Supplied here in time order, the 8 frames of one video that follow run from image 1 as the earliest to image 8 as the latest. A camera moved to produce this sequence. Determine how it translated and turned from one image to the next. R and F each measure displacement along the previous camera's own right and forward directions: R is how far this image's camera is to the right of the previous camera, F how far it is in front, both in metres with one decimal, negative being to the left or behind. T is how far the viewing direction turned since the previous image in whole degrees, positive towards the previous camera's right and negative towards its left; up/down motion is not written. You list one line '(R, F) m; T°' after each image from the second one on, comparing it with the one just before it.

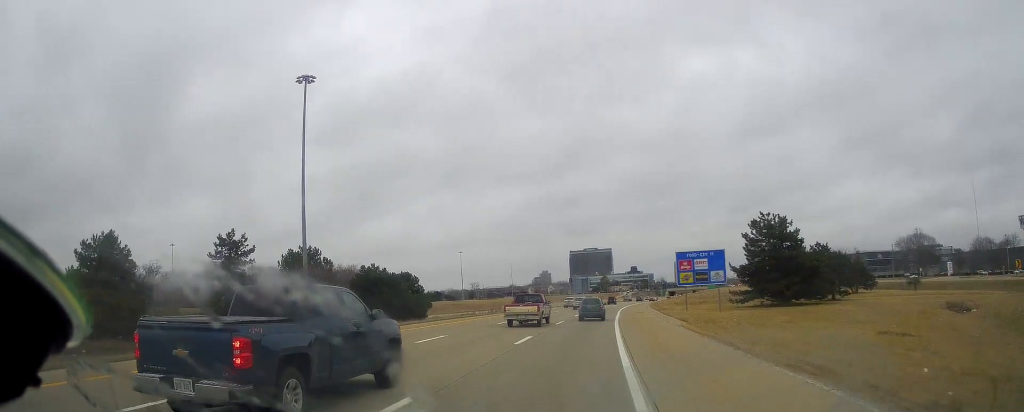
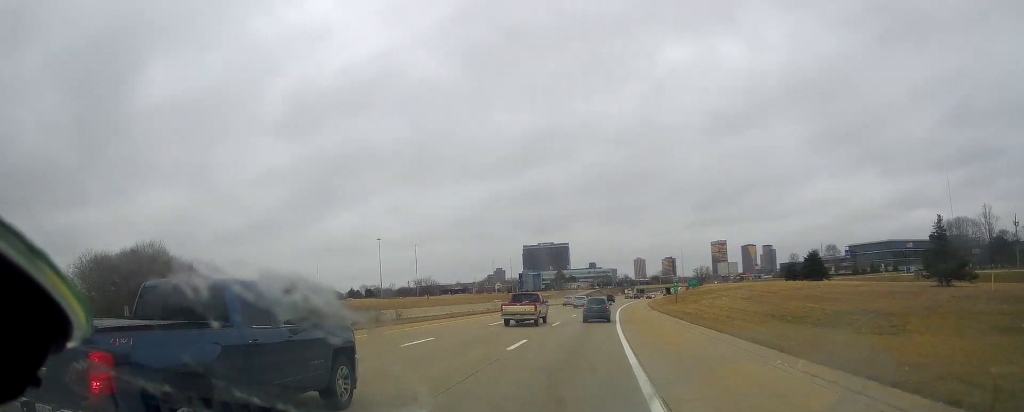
(+2.6, +77.6) m; +4°
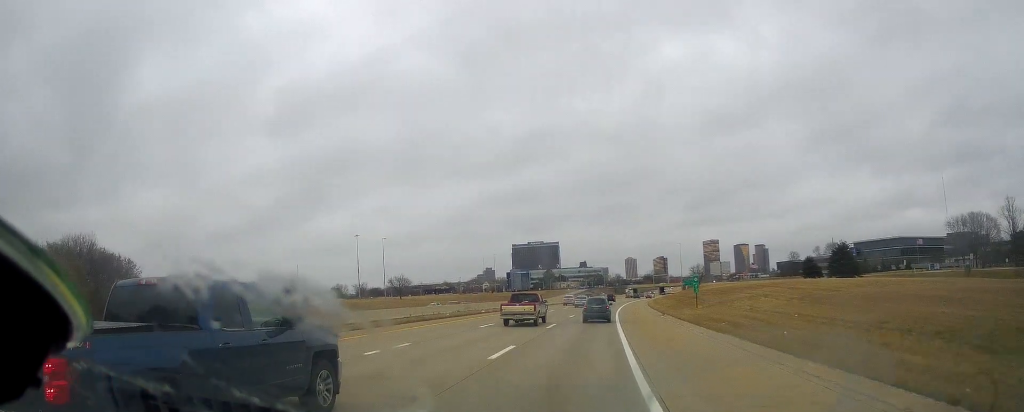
(+0.2, +17.7) m; +1°
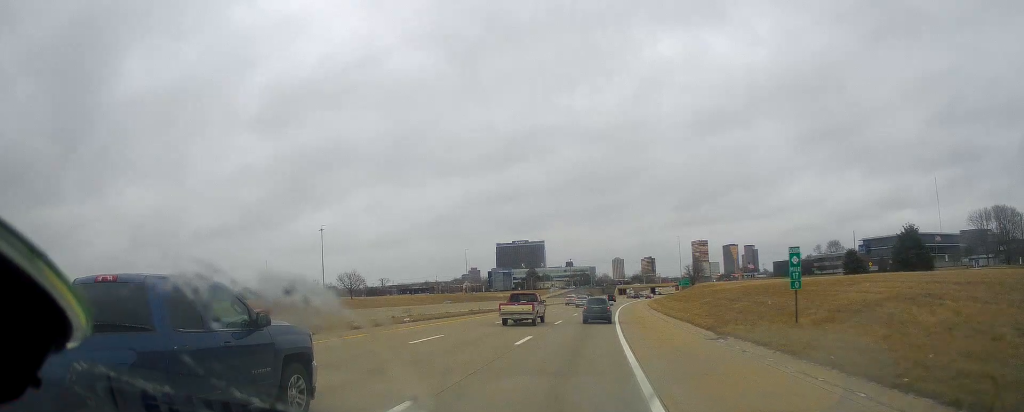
(+0.5, +25.7) m; +1°
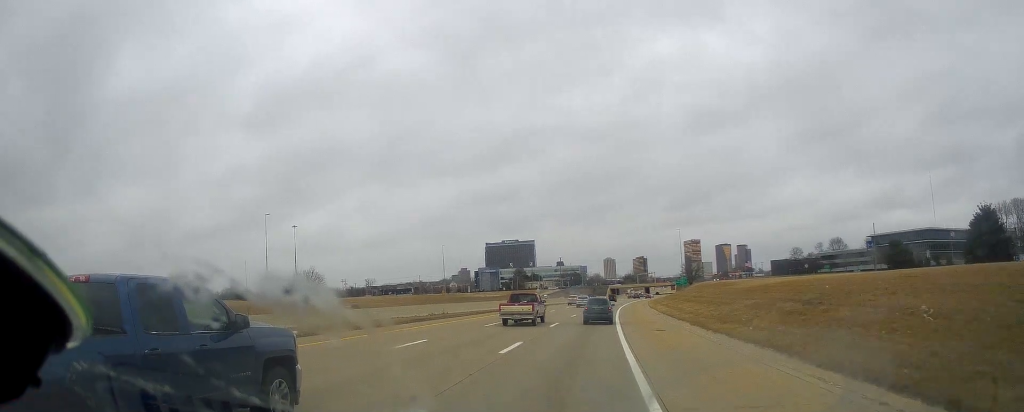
(+0.1, +17.8) m; +1°
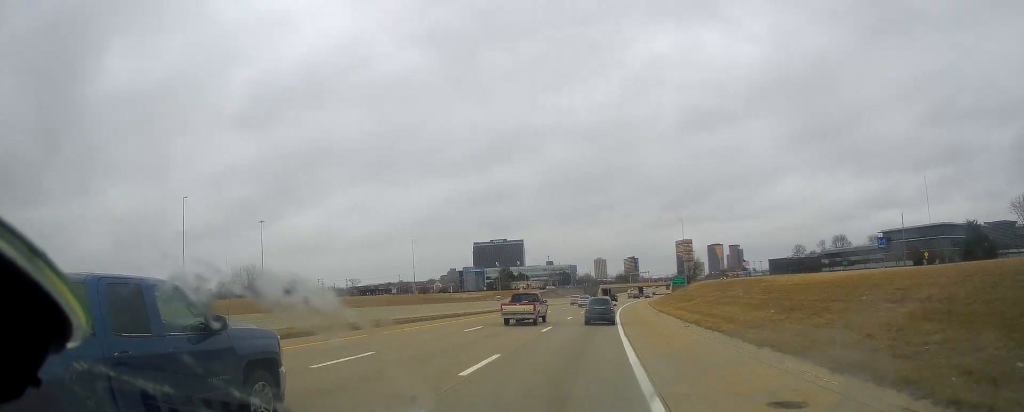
(-0.2, +19.8) m; +1°
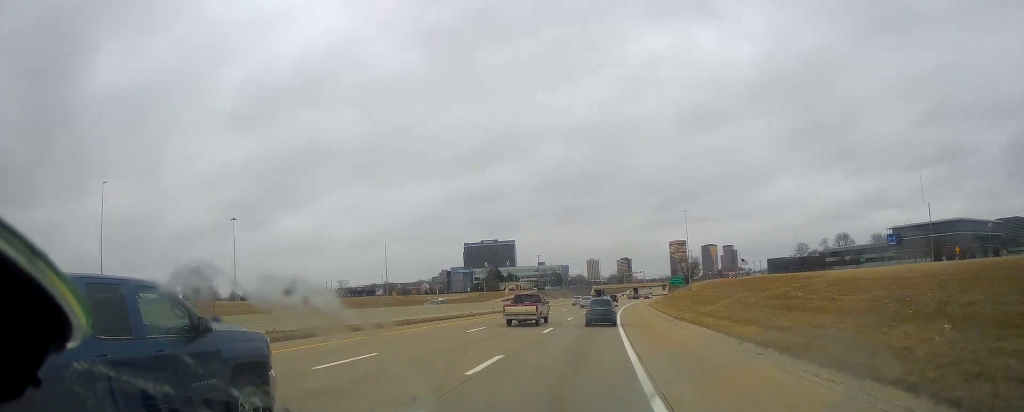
(+0.4, +14.8) m; +1°
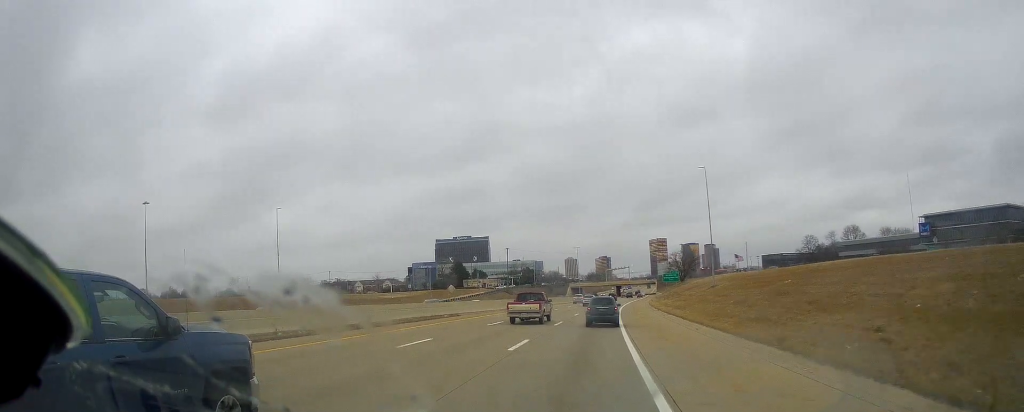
(+0.9, +39.6) m; +3°
